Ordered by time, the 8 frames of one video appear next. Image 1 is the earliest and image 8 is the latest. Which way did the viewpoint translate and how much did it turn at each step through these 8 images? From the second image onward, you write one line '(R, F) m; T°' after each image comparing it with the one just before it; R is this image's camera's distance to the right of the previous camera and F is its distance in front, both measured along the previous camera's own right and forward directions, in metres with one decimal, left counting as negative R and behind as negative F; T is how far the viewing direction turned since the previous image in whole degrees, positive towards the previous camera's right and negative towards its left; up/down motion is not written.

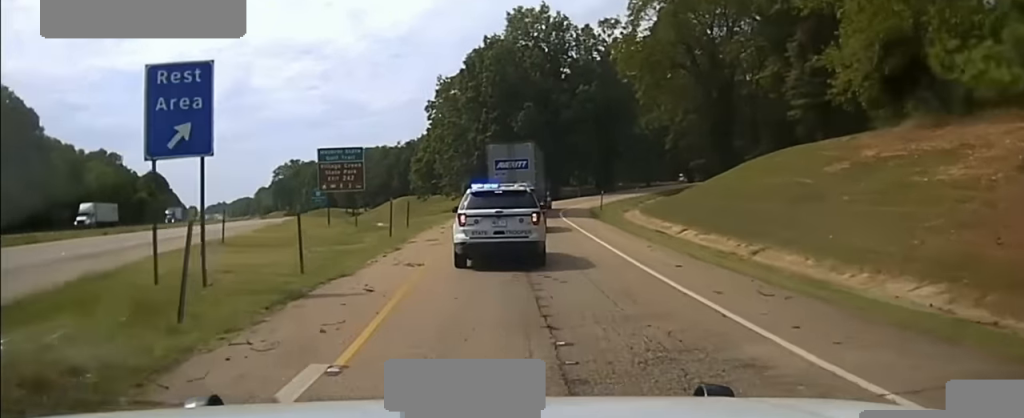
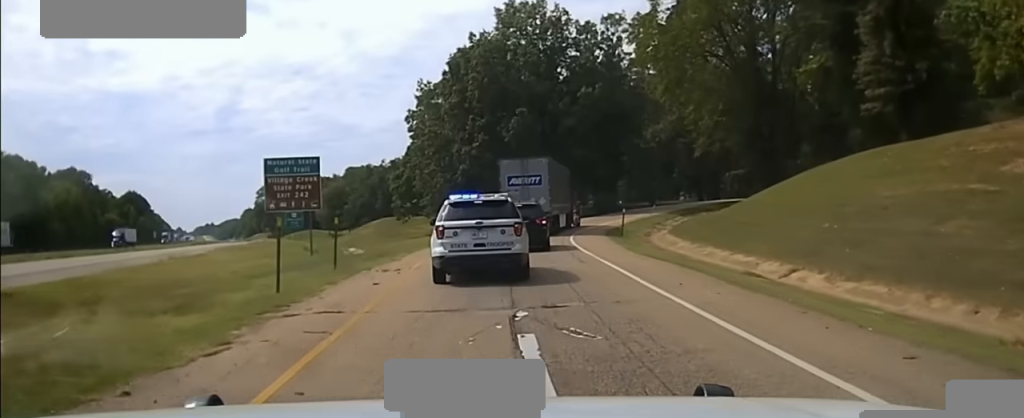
(-0.3, +15.2) m; +1°
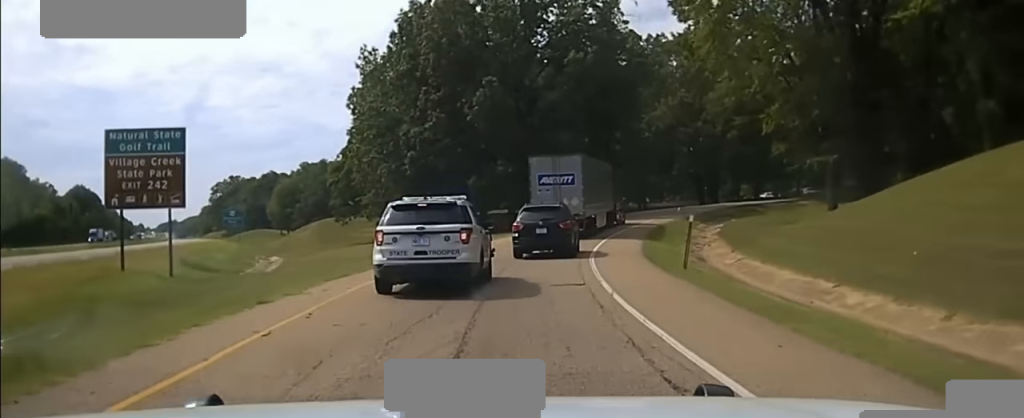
(+1.3, +23.0) m; +5°
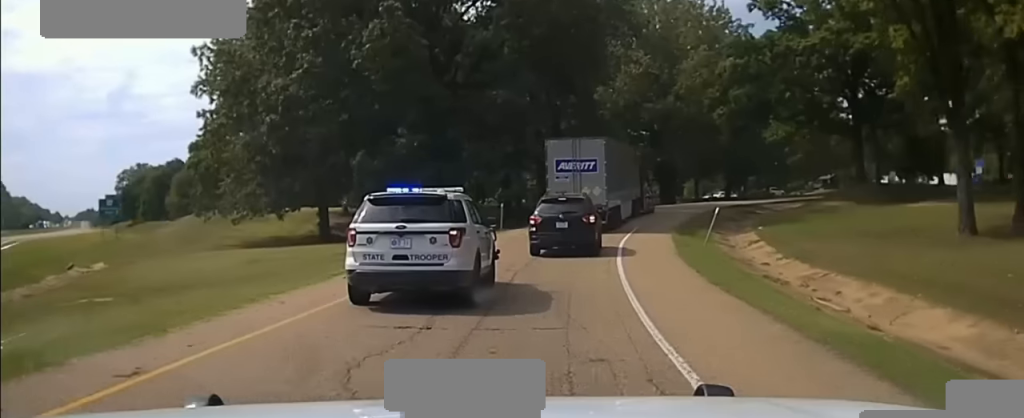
(+0.5, +22.9) m; +4°
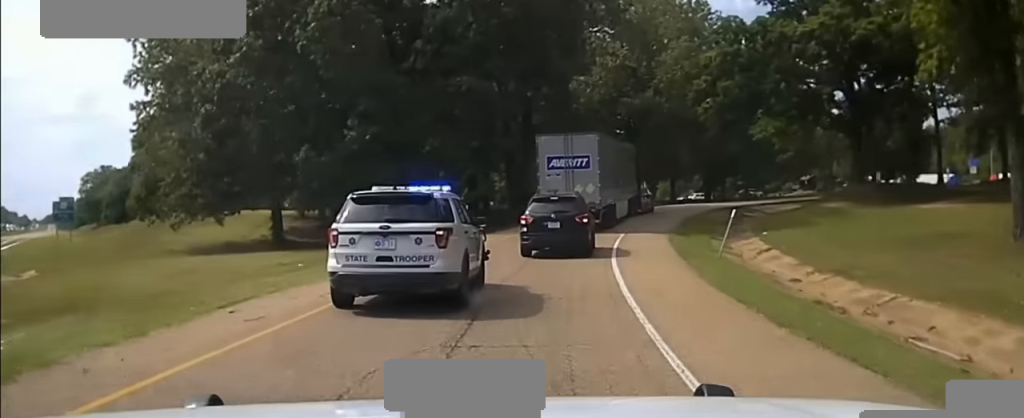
(+0.3, +5.4) m; +2°
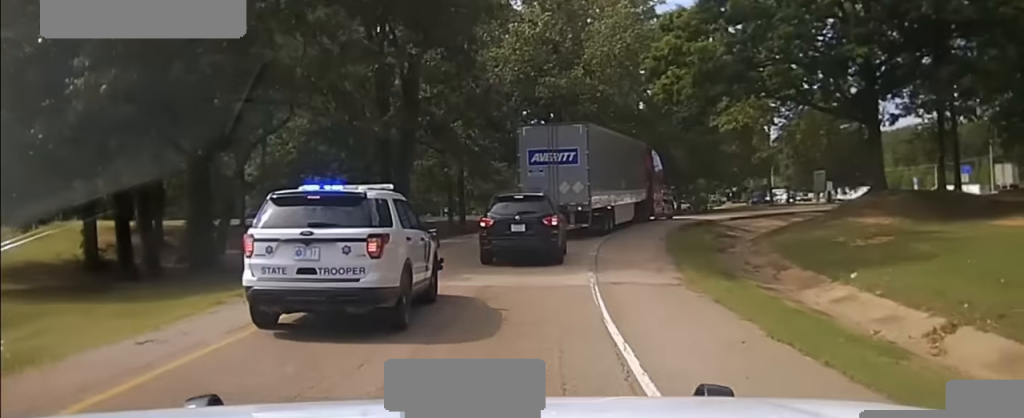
(+0.8, +17.2) m; +6°
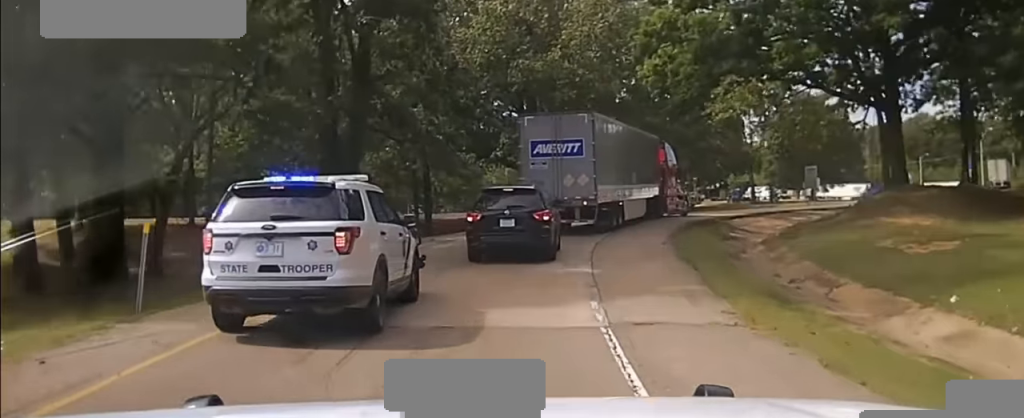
(+0.2, +5.7) m; +1°
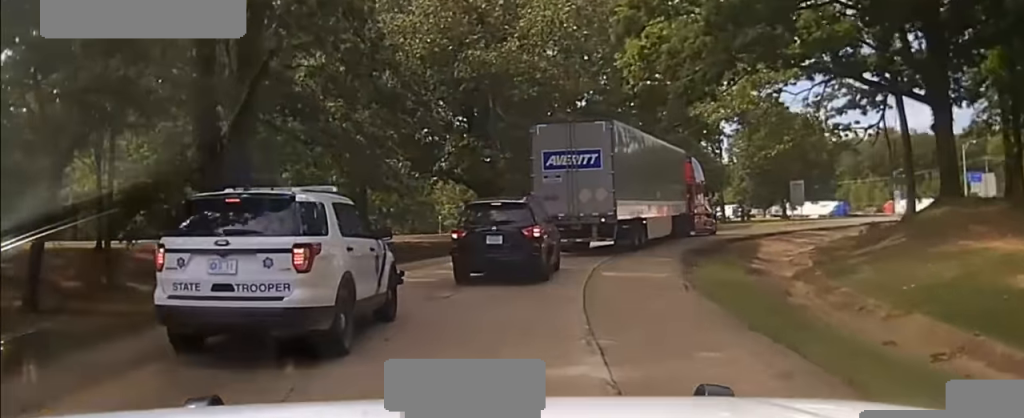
(+0.1, +8.6) m; +4°
